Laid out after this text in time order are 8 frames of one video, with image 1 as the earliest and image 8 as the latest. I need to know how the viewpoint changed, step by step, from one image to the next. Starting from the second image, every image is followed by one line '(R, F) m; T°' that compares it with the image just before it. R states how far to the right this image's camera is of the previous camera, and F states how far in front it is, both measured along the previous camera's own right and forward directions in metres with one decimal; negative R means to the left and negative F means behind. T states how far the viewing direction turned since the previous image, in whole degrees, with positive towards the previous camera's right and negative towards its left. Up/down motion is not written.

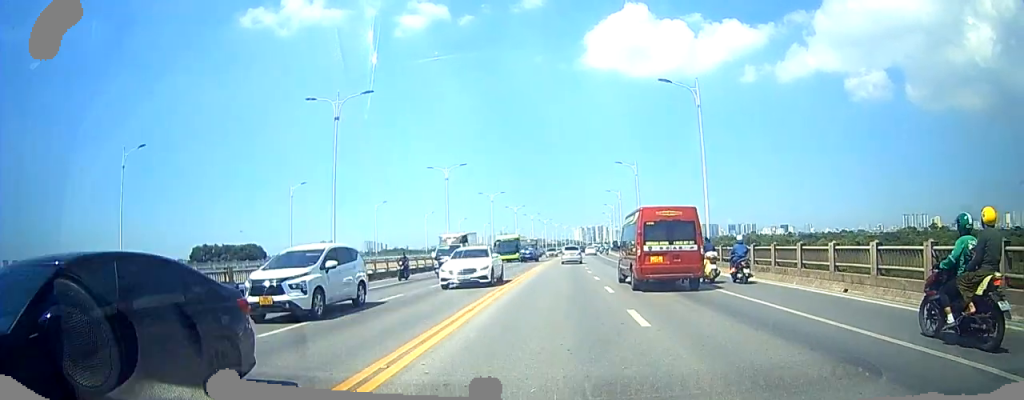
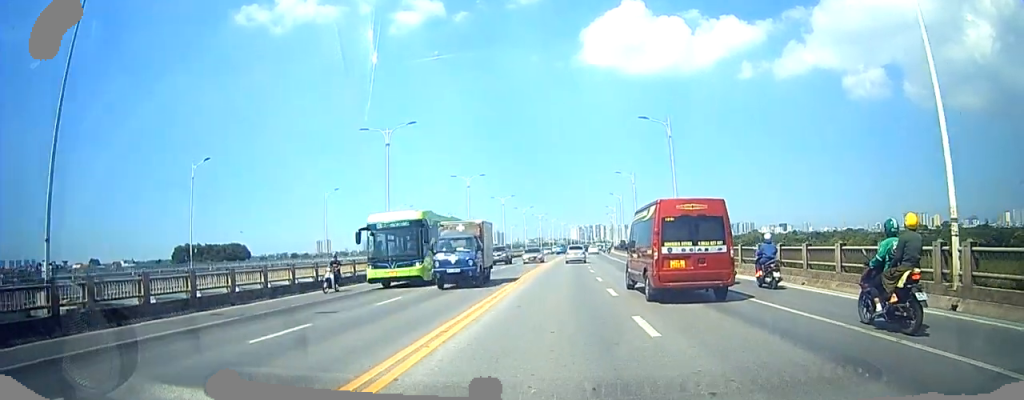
(-0.3, +18.1) m; -4°
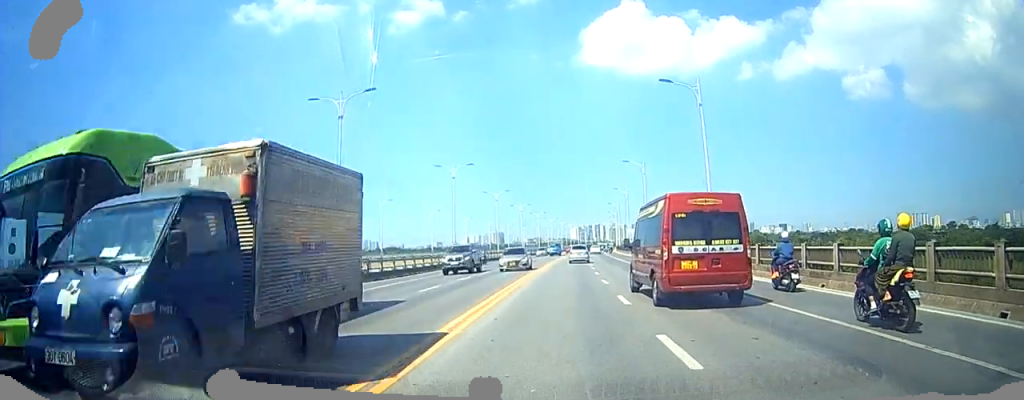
(-0.4, +8.7) m; -1°
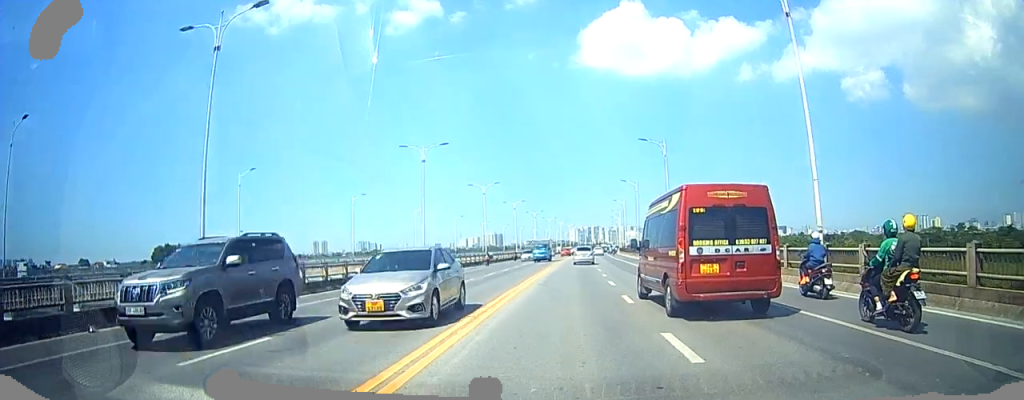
(+0.1, +11.9) m; +1°
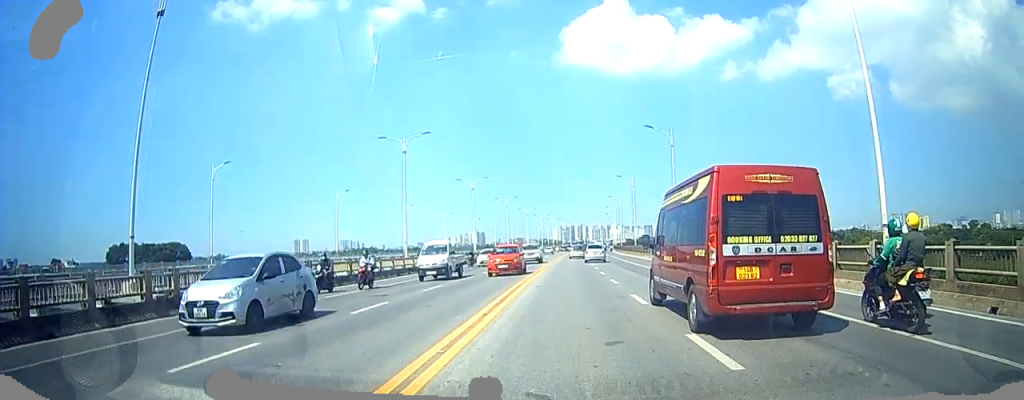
(+0.7, +32.4) m; +2°
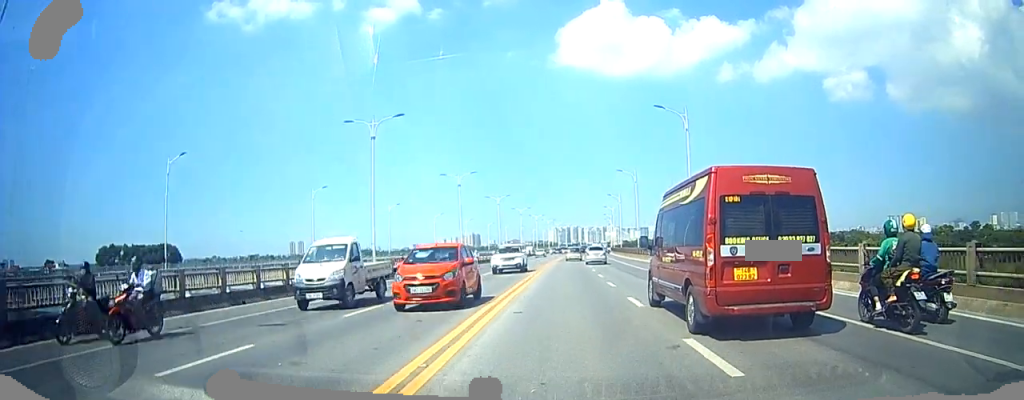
(0.0, +7.5) m; 0°
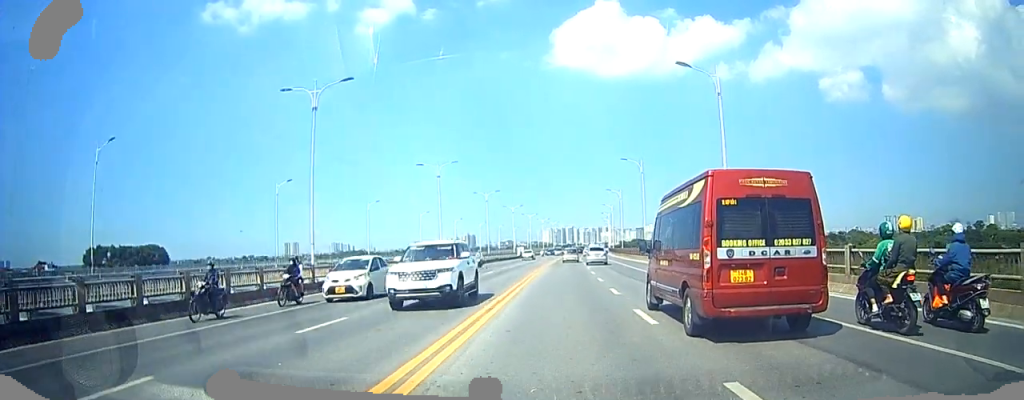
(0.0, +9.3) m; 0°
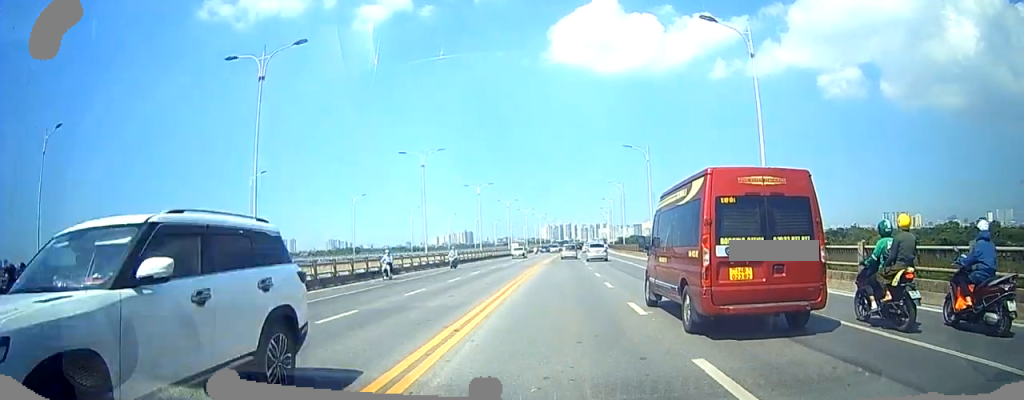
(0.0, +6.0) m; 0°
